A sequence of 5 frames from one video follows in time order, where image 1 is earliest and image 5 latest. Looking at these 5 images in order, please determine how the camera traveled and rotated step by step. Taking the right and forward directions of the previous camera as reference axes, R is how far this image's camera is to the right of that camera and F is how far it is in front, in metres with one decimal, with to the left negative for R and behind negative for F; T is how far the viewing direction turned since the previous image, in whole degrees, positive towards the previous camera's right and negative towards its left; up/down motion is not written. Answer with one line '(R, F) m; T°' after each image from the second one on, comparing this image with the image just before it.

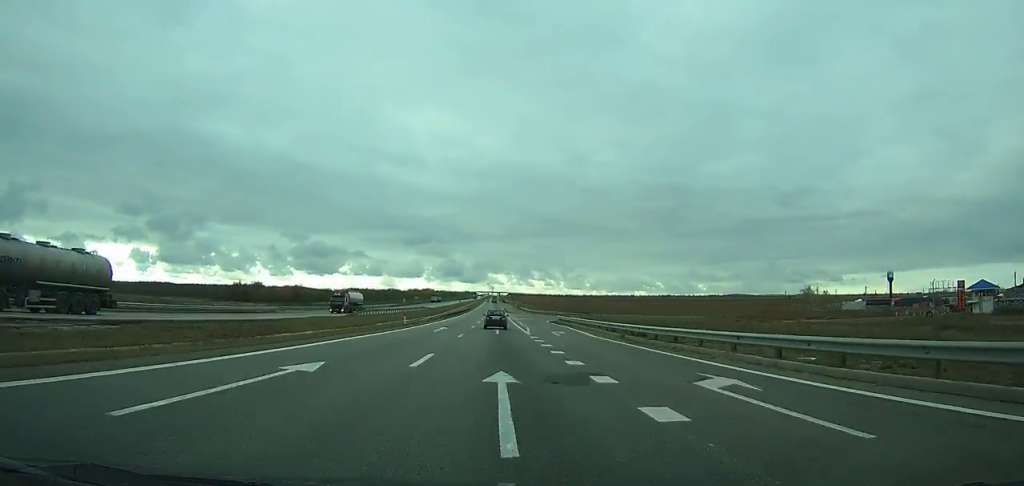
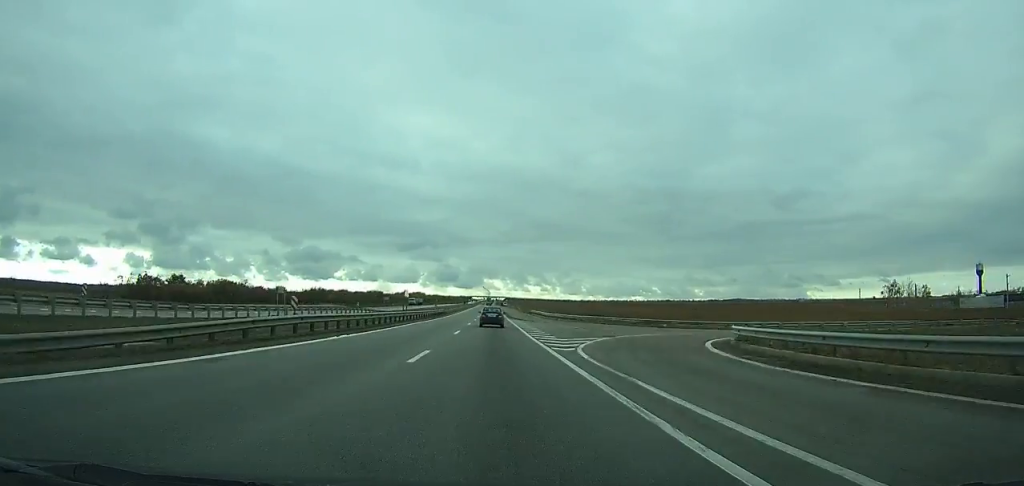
(0.0, +62.8) m; 0°
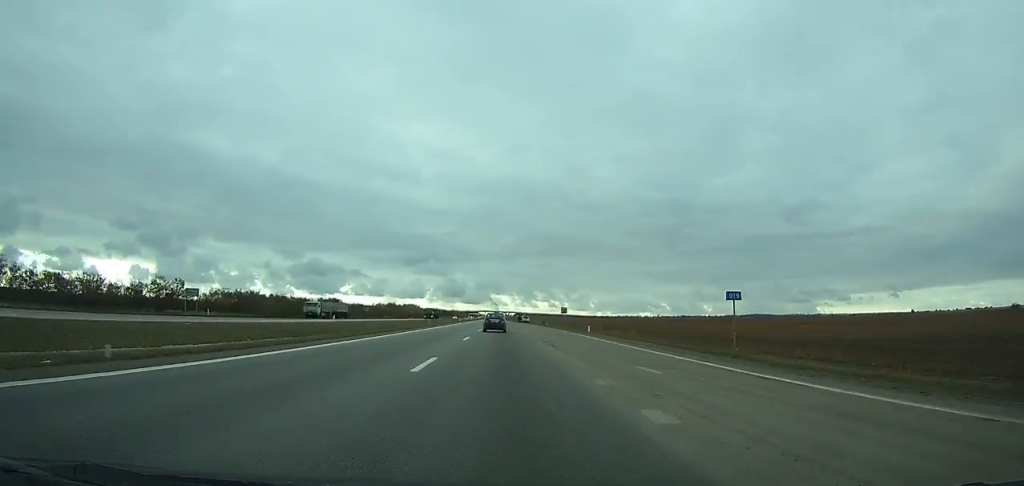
(-0.4, +132.4) m; 0°
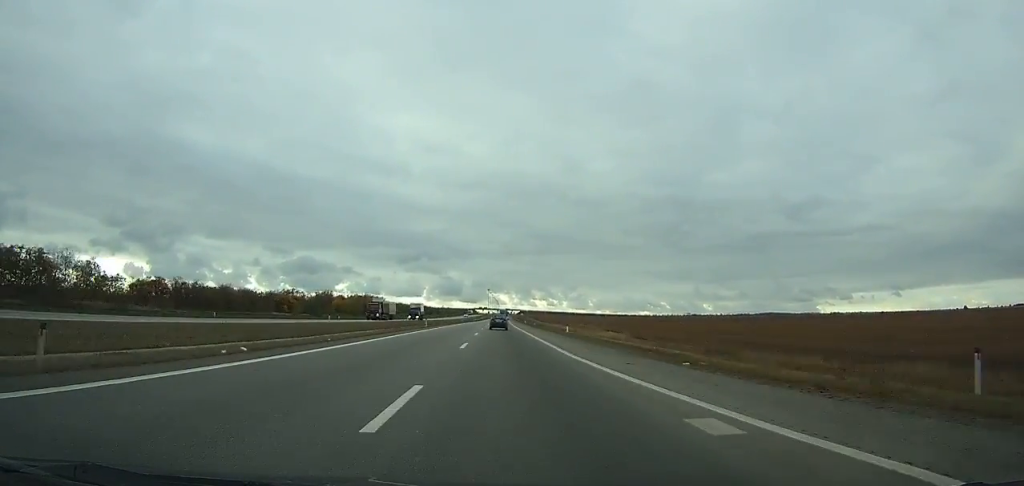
(-1.6, +197.7) m; -1°
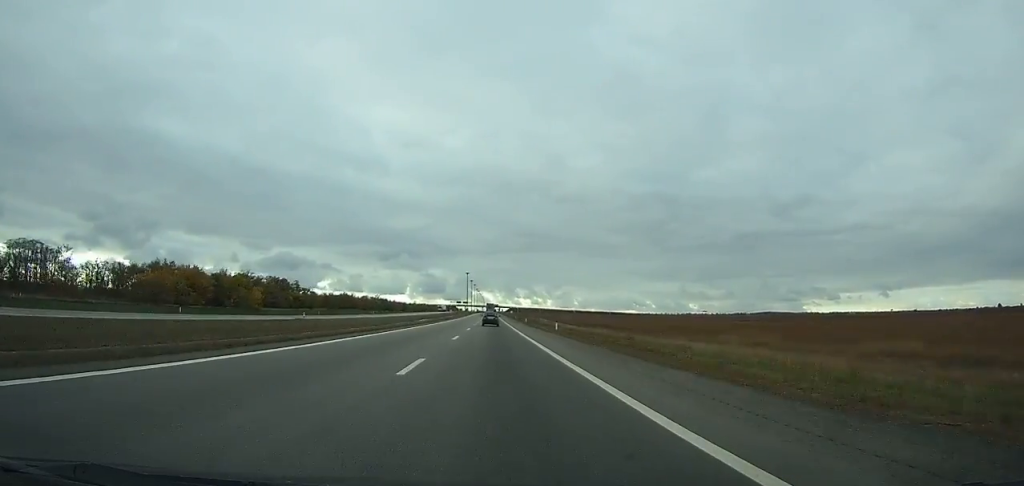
(+0.9, +152.9) m; +1°
